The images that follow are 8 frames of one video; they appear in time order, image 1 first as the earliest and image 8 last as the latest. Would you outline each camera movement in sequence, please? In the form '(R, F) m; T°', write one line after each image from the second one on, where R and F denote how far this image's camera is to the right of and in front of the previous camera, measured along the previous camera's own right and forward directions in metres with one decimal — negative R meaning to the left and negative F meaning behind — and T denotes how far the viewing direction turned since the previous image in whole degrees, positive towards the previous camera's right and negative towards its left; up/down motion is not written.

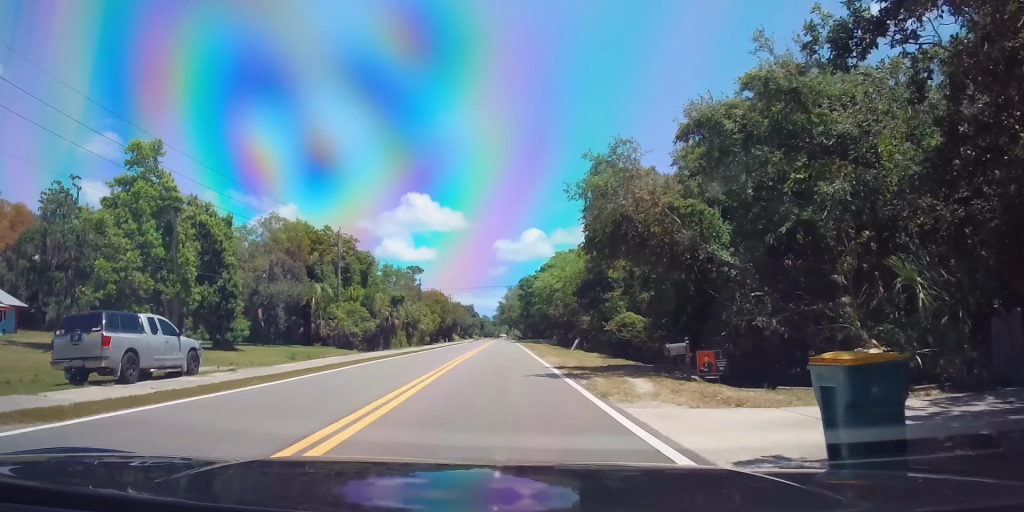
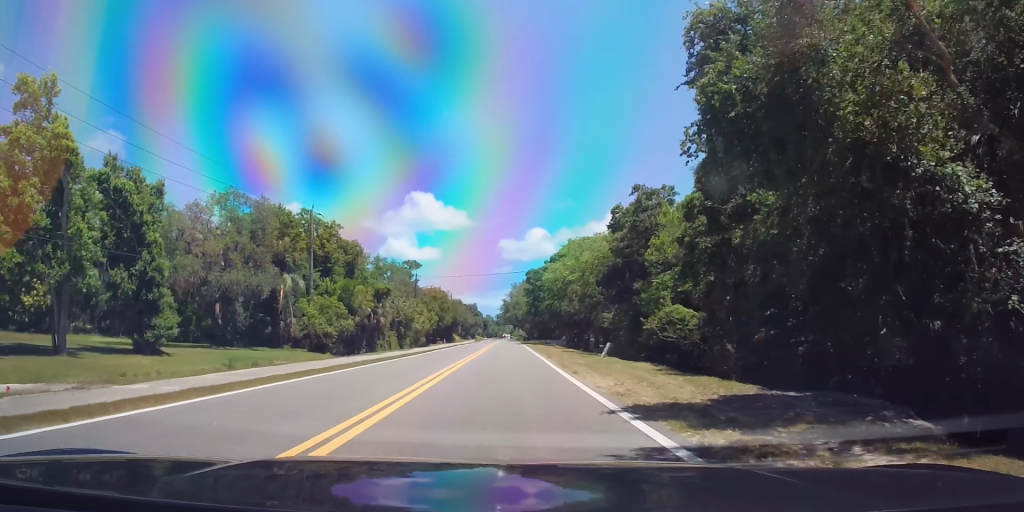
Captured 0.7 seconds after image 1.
(0.0, +12.2) m; +1°
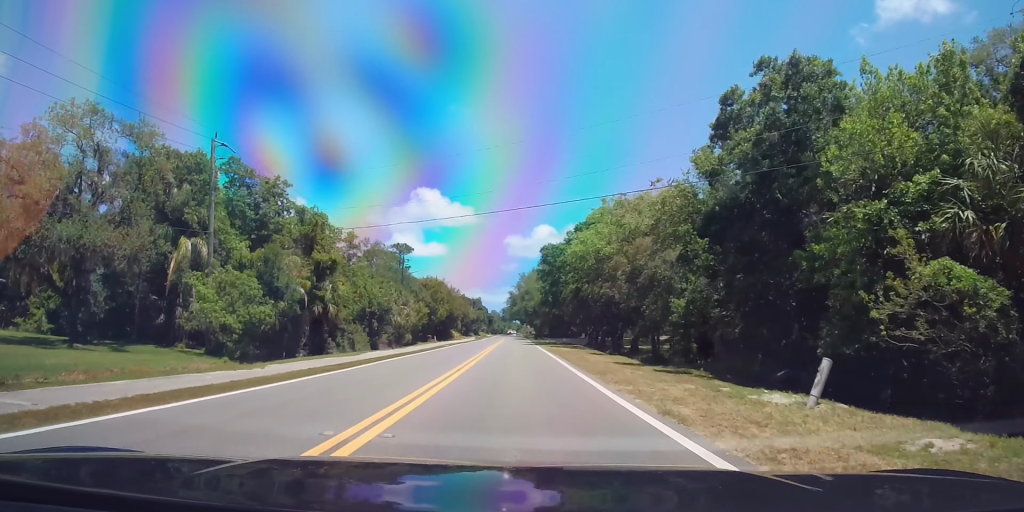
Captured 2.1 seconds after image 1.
(+0.2, +23.2) m; -1°
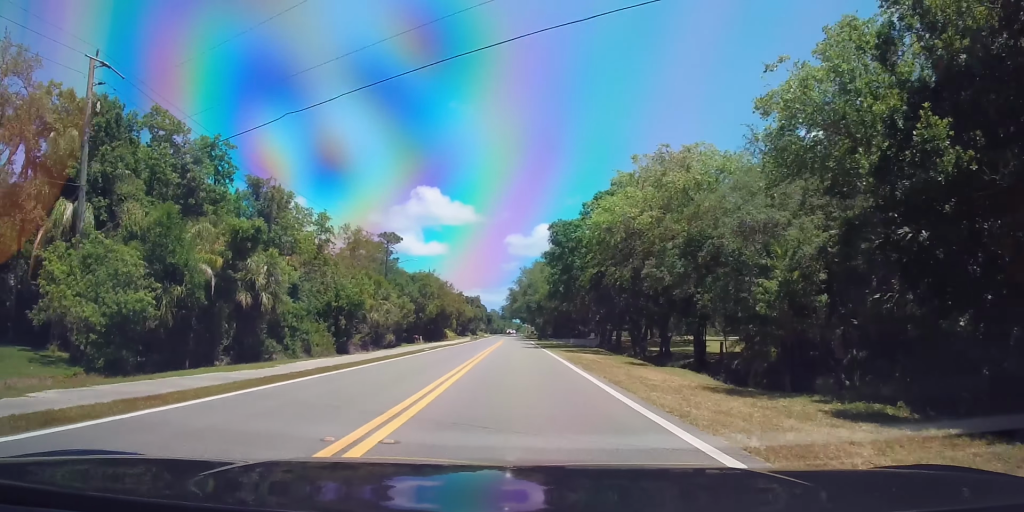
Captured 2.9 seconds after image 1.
(-0.2, +13.0) m; -1°
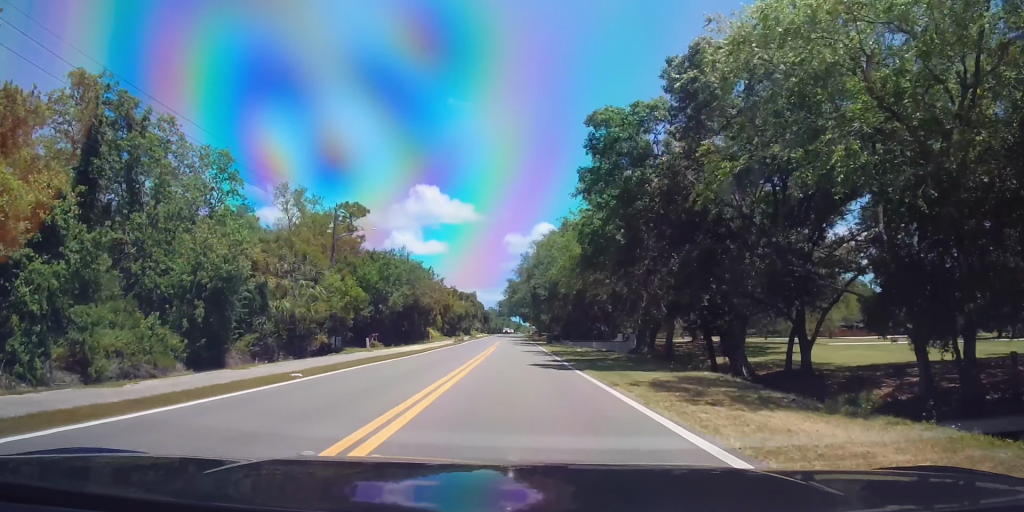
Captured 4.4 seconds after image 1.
(0.0, +25.5) m; 0°
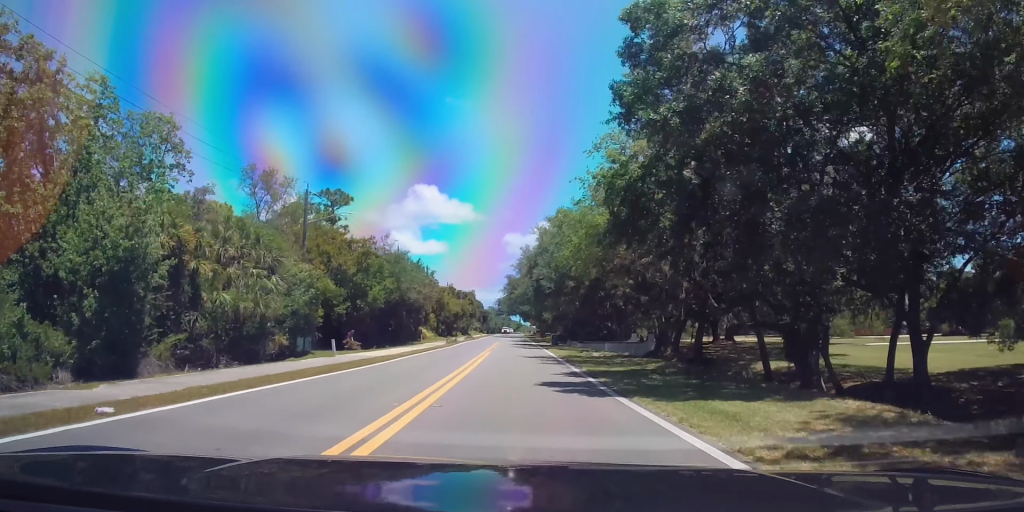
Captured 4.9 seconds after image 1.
(0.0, +8.6) m; 0°
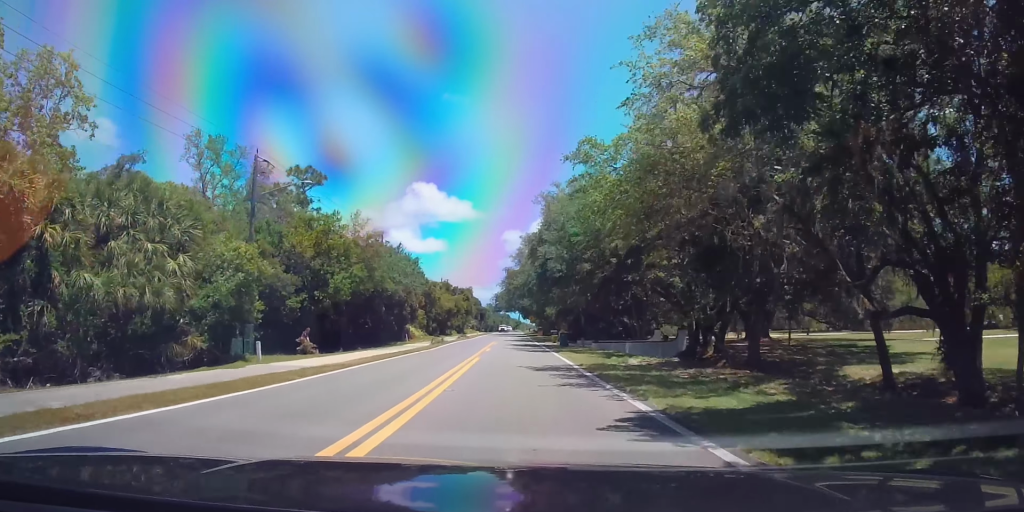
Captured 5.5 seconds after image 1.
(-0.1, +10.9) m; +1°
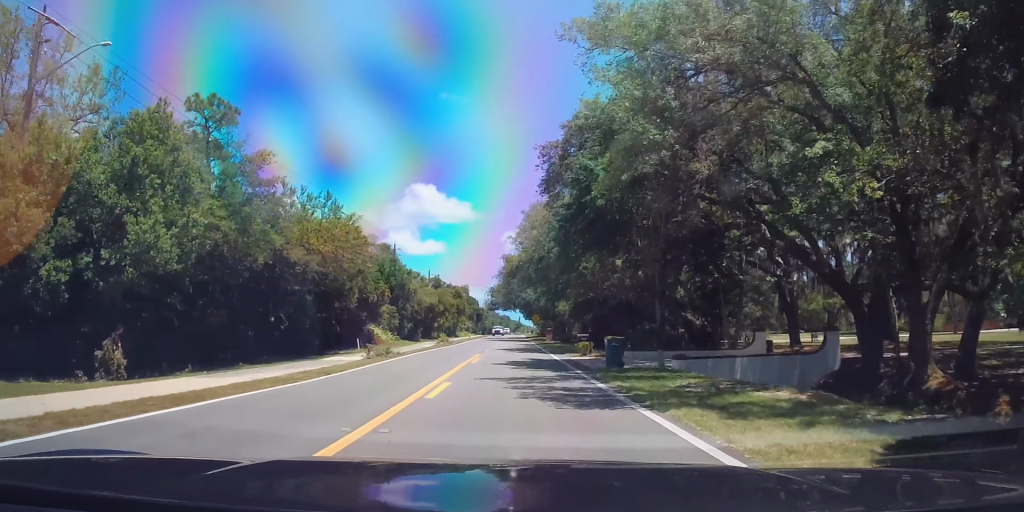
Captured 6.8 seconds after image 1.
(+0.5, +22.6) m; 0°
